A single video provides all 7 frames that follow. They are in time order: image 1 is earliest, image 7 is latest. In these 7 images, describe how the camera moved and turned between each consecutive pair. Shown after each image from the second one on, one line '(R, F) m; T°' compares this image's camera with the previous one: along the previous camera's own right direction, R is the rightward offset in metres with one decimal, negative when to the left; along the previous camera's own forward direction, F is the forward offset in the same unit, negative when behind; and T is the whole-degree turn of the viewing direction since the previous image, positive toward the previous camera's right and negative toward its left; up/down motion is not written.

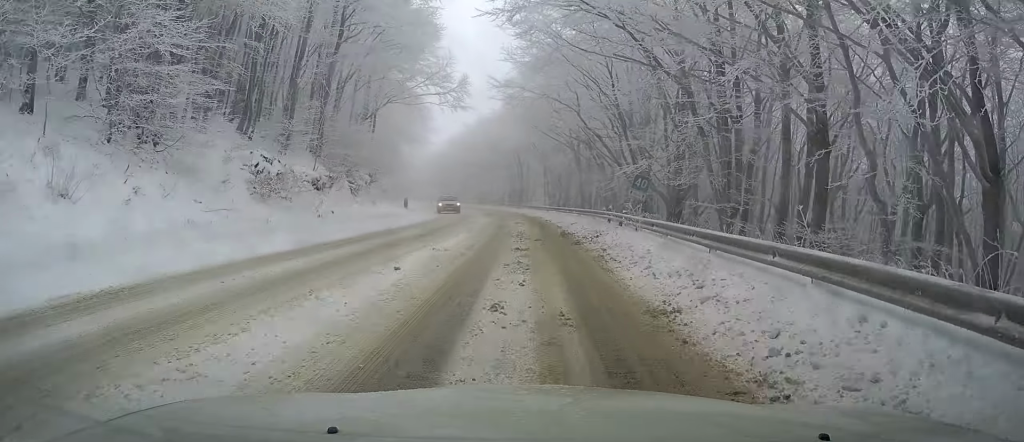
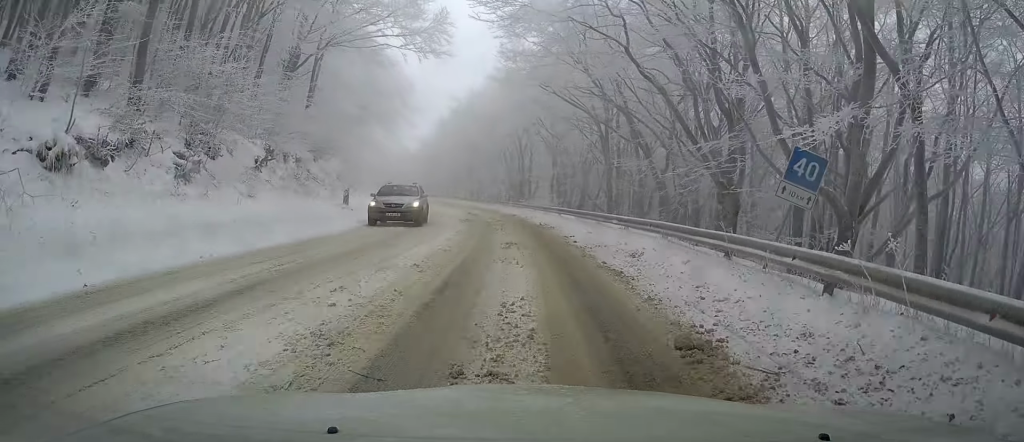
(+0.2, +15.4) m; 0°
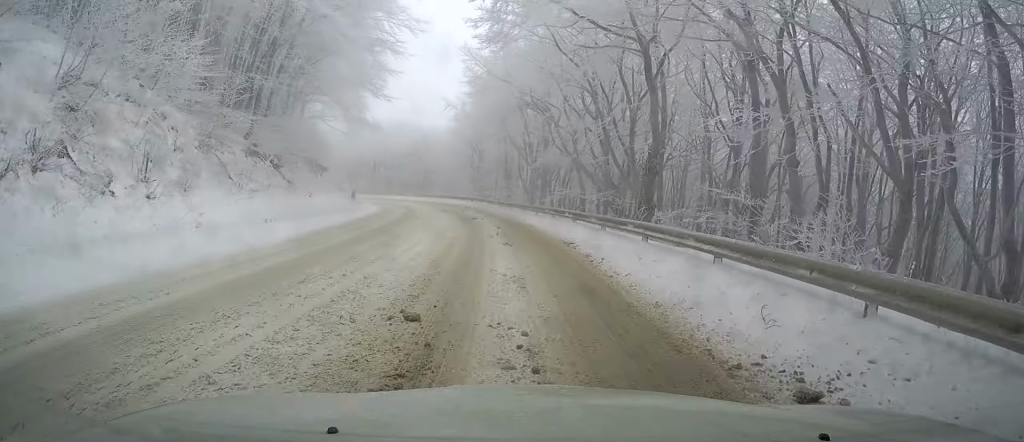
(-1.6, +32.9) m; -6°
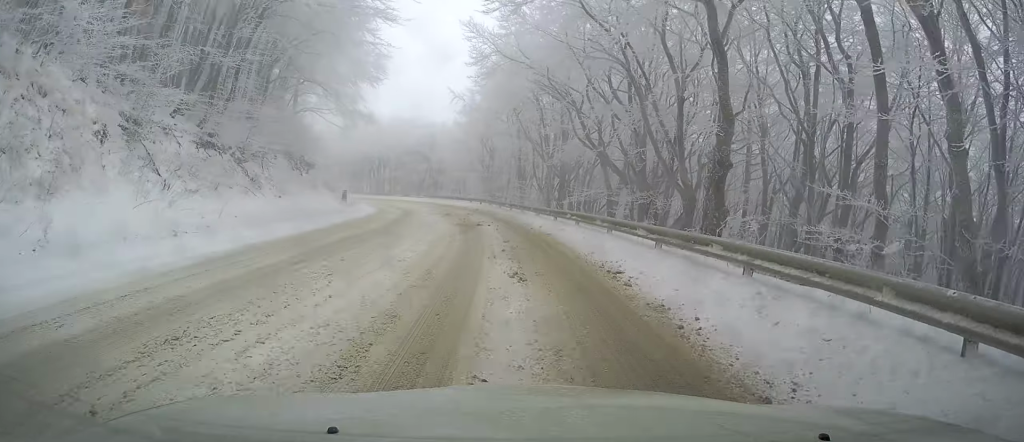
(-0.2, +5.4) m; -1°
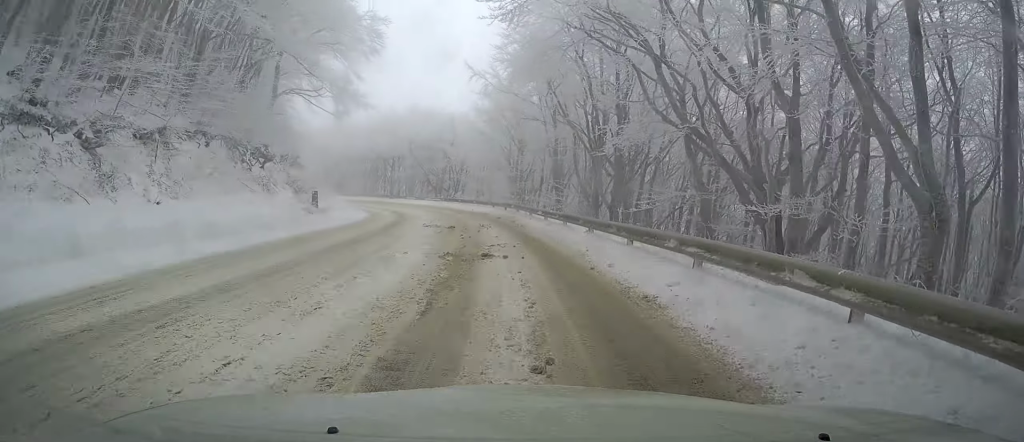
(-0.2, +10.7) m; -2°
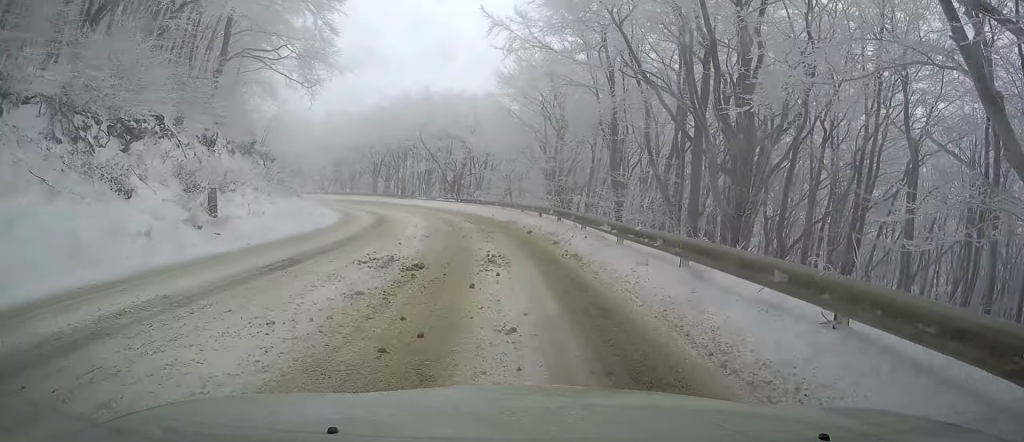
(-0.2, +12.0) m; -4°
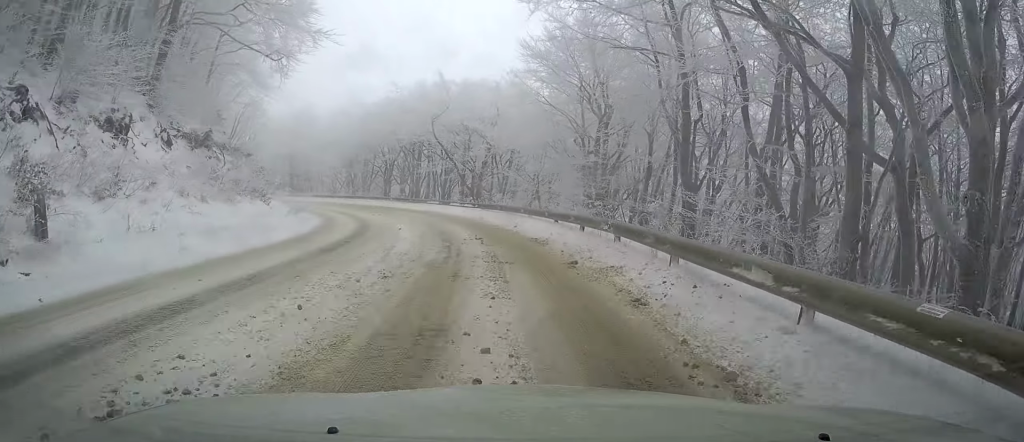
(-0.1, +7.4) m; -4°
